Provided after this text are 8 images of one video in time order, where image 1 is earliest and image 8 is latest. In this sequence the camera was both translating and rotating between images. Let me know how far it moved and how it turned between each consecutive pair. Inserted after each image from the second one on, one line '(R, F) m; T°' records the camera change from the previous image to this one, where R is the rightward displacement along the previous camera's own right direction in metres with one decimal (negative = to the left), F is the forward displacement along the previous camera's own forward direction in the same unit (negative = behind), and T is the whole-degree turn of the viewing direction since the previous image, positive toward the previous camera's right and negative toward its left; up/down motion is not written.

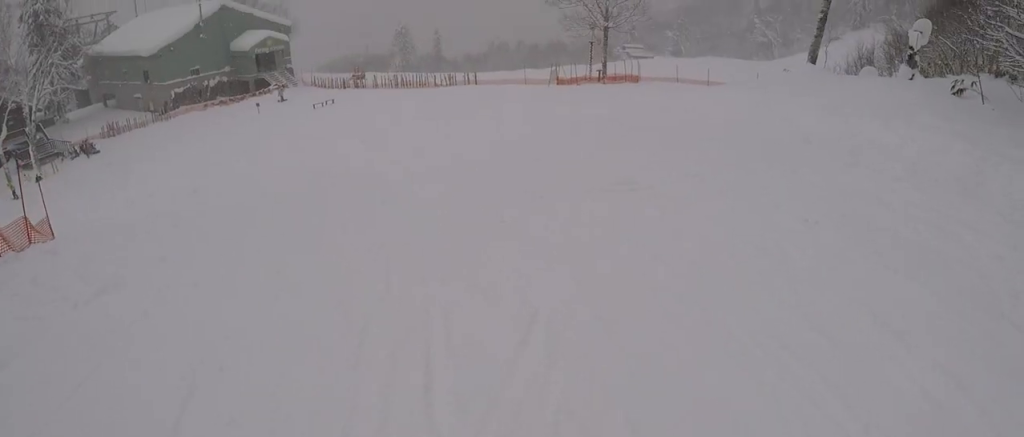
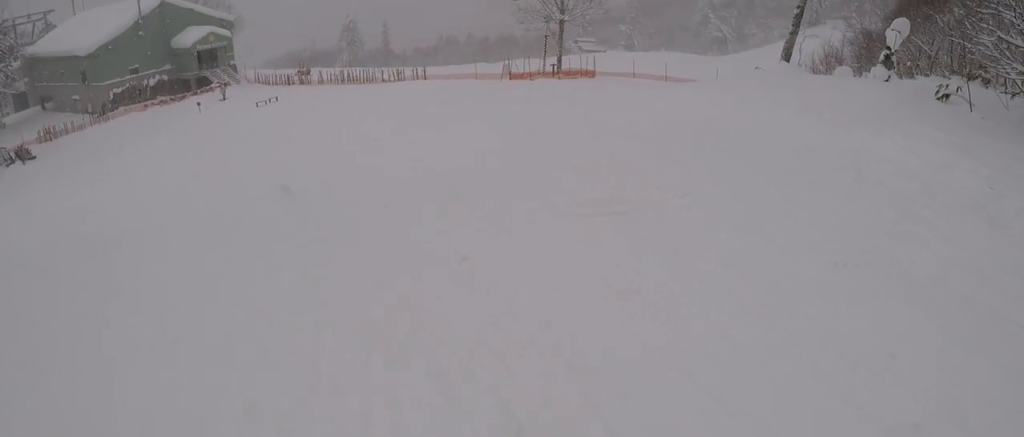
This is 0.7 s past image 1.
(+0.4, +1.3) m; +2°
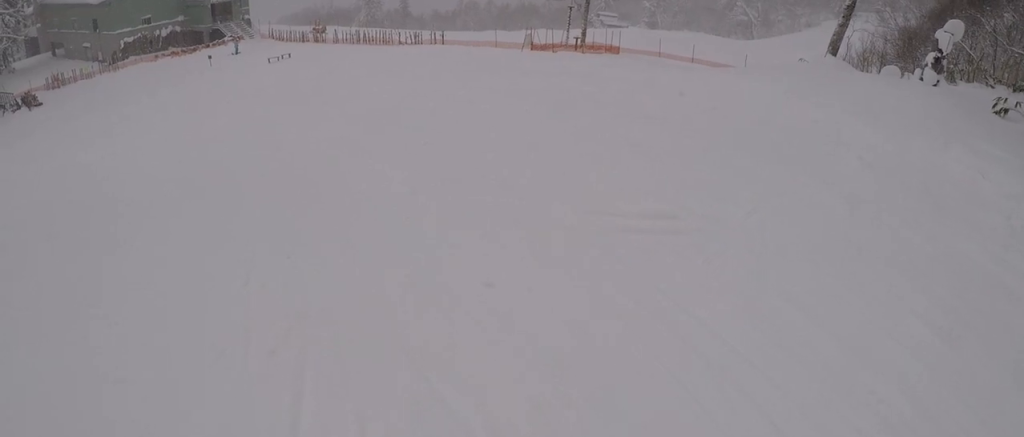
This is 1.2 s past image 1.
(-0.6, +1.0) m; +3°
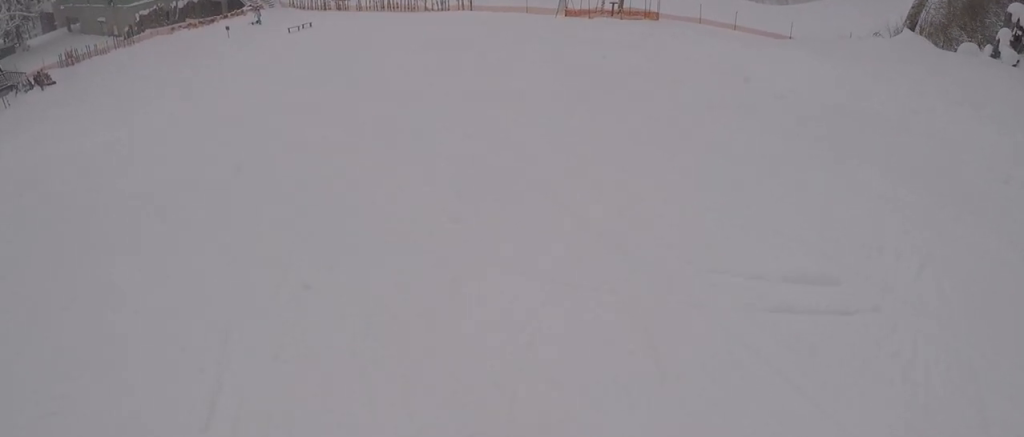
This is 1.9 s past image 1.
(+0.2, +1.7) m; +6°
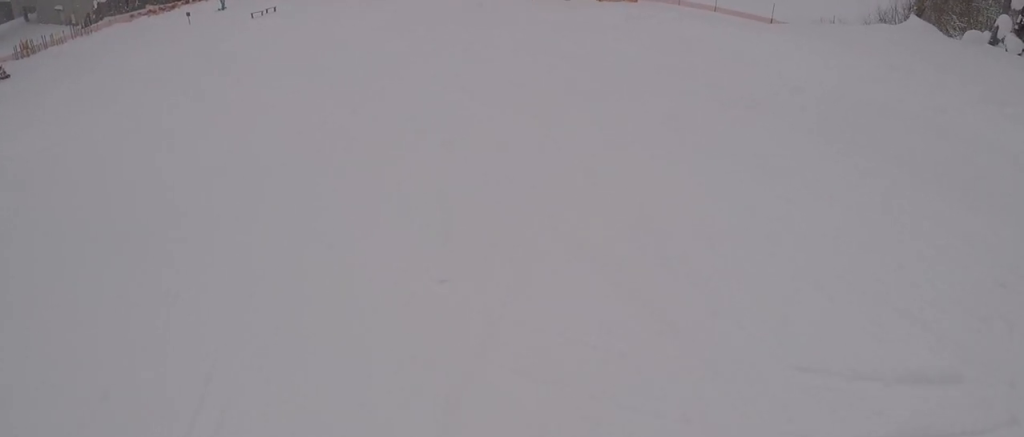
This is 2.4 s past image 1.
(+0.5, +1.3) m; +4°
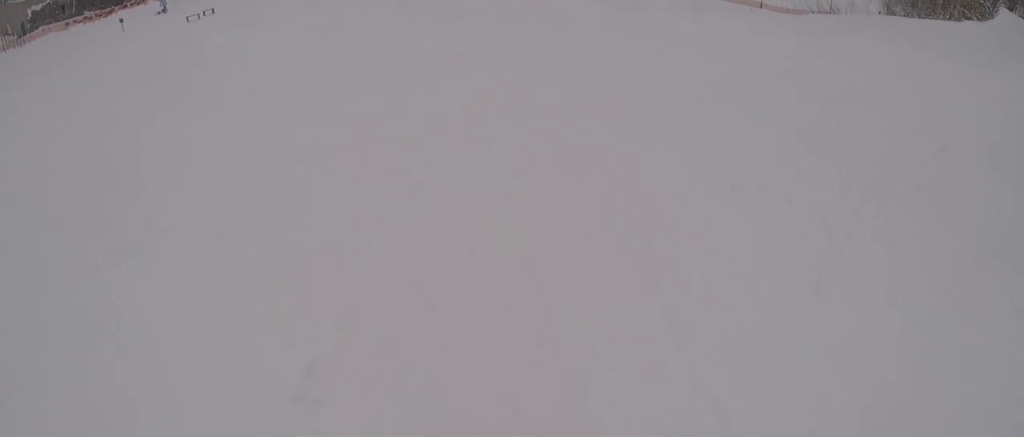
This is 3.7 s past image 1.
(-0.8, +4.5) m; -13°
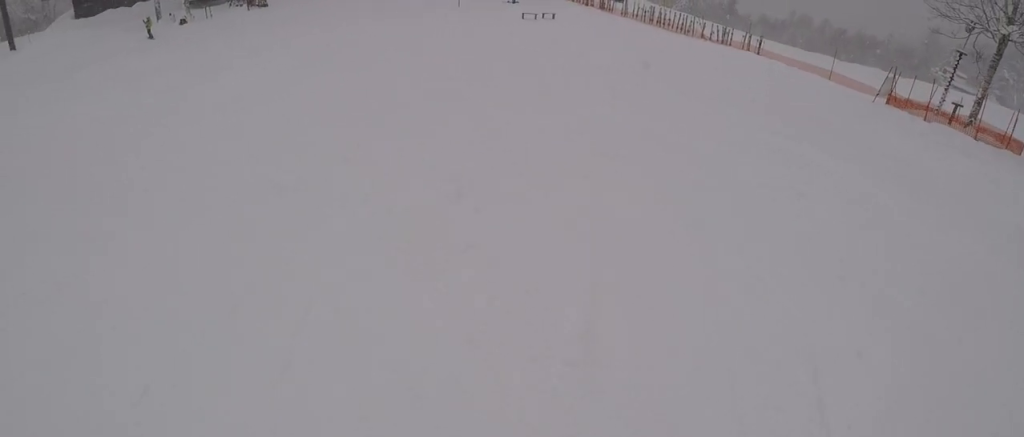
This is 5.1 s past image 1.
(-0.2, +6.1) m; -22°
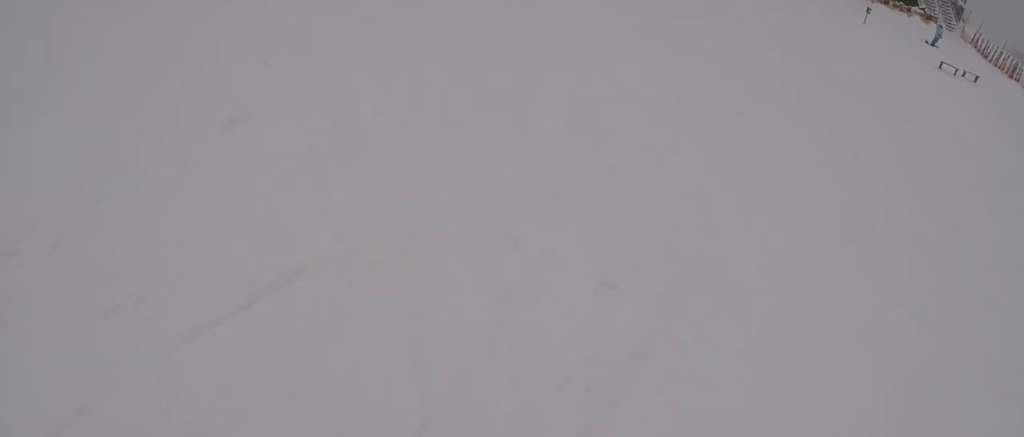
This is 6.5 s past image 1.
(-2.4, +5.4) m; -47°
